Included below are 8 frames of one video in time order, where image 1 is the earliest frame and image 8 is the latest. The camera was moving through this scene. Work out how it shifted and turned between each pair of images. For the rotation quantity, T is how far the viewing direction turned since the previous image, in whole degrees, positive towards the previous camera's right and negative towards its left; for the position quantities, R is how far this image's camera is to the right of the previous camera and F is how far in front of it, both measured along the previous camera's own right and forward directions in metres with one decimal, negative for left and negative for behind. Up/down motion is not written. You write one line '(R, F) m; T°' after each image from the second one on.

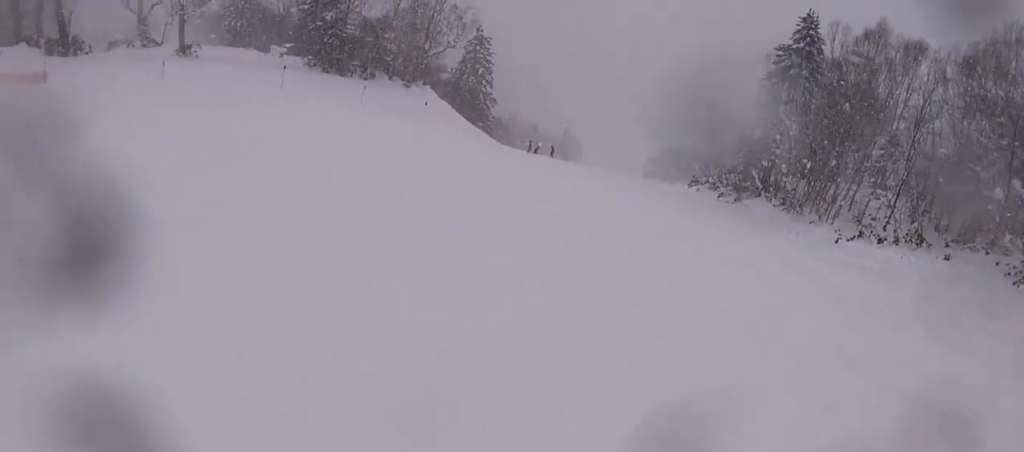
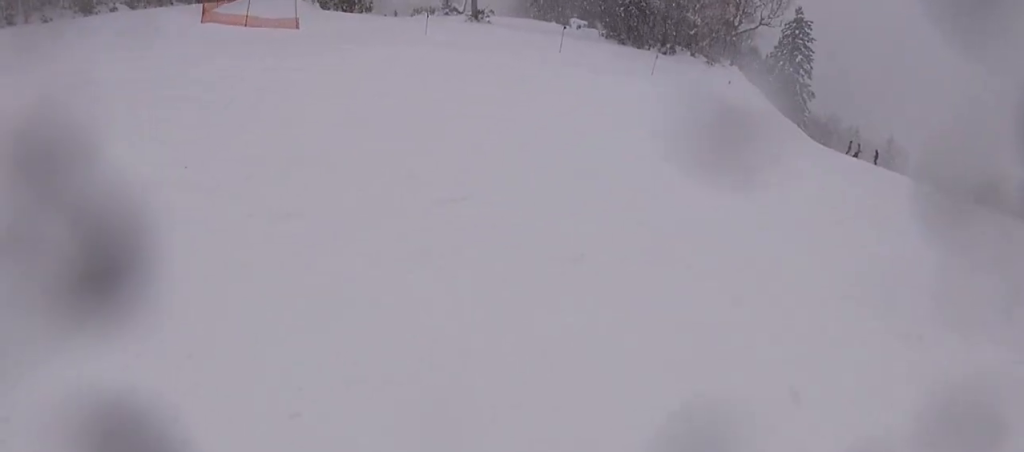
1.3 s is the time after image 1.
(-2.7, +5.3) m; -32°
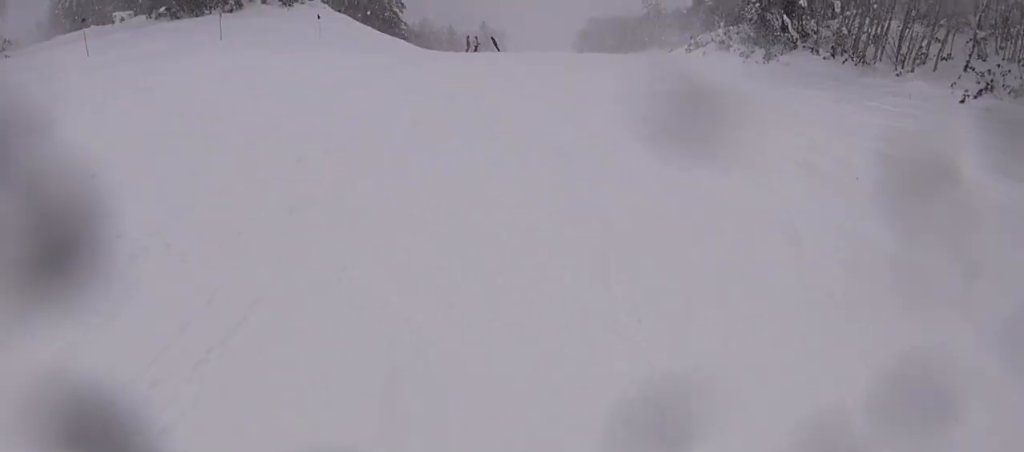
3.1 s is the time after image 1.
(+2.1, +8.2) m; +40°
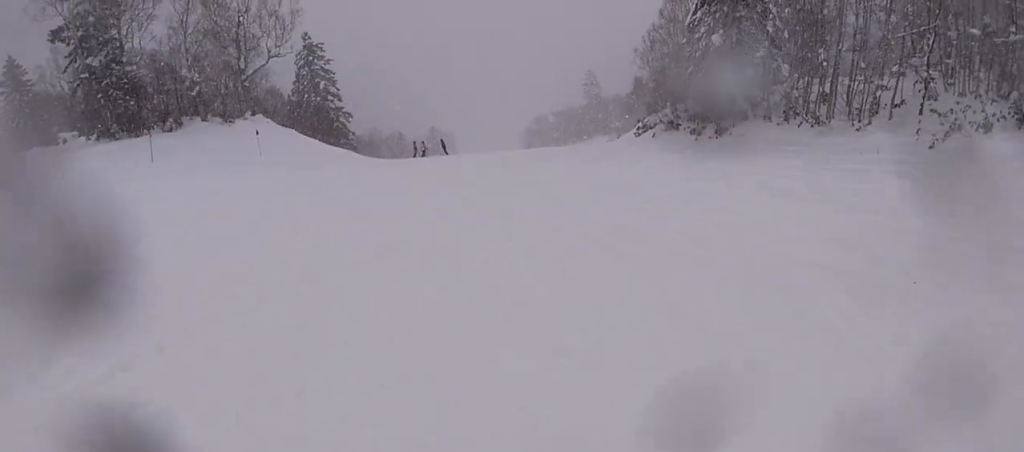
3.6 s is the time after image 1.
(+0.6, +2.6) m; +8°
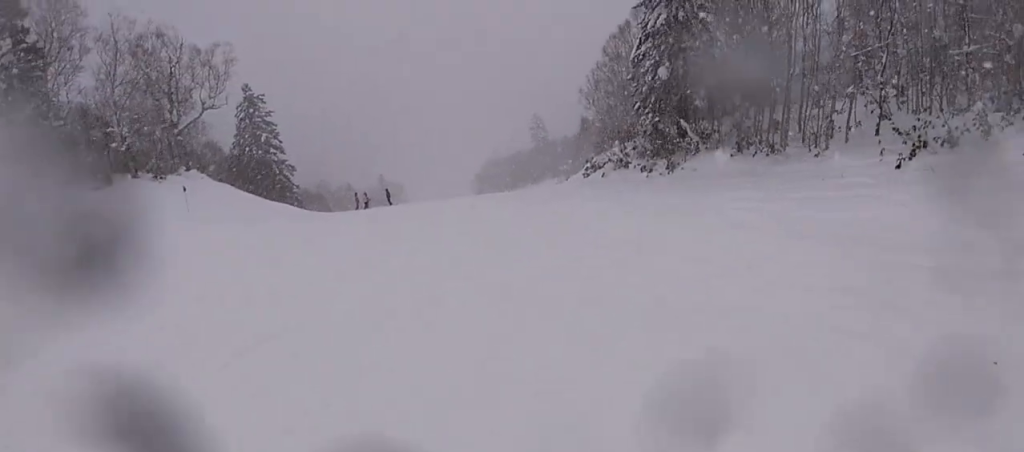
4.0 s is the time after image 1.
(+0.2, +2.4) m; +2°
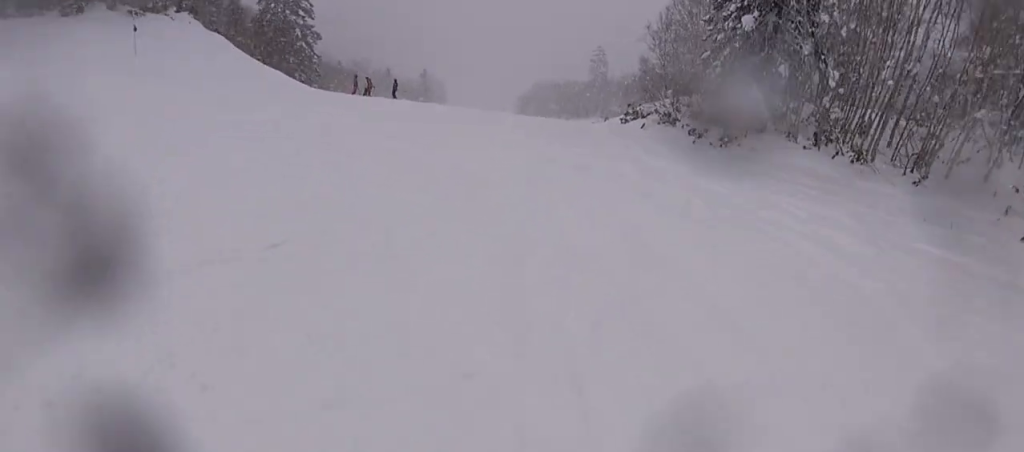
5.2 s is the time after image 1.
(-0.8, +6.5) m; -20°
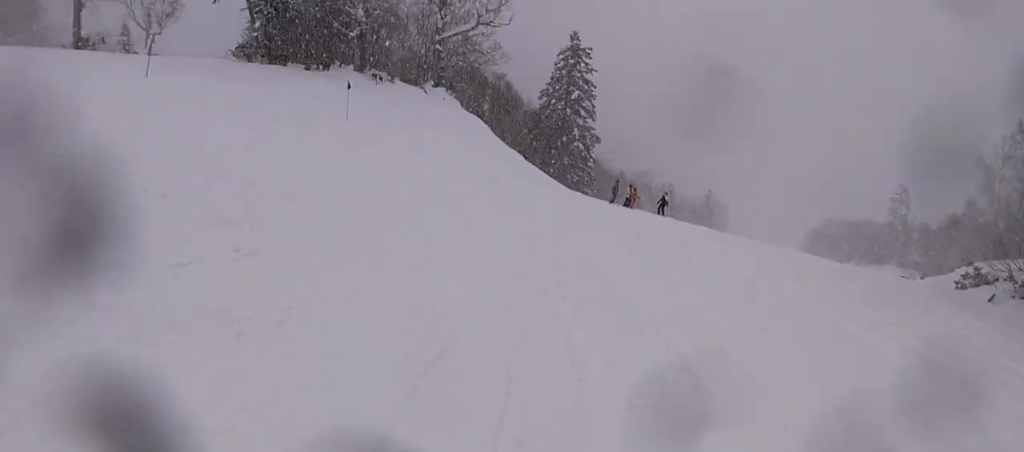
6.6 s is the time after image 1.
(-1.5, +8.0) m; -11°
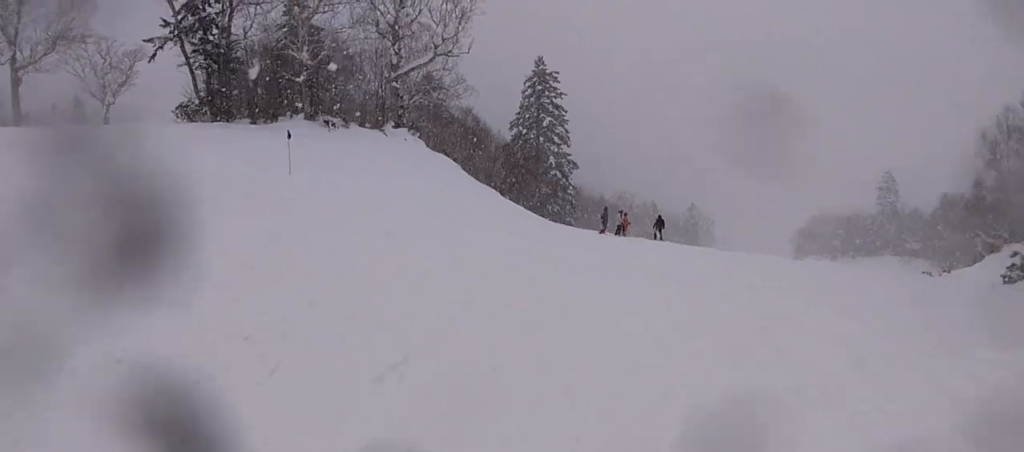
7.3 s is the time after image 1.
(0.0, +3.9) m; 0°
